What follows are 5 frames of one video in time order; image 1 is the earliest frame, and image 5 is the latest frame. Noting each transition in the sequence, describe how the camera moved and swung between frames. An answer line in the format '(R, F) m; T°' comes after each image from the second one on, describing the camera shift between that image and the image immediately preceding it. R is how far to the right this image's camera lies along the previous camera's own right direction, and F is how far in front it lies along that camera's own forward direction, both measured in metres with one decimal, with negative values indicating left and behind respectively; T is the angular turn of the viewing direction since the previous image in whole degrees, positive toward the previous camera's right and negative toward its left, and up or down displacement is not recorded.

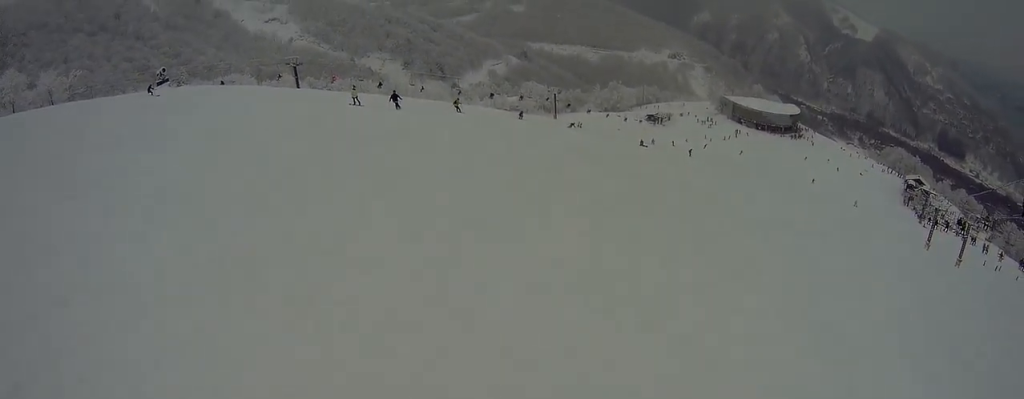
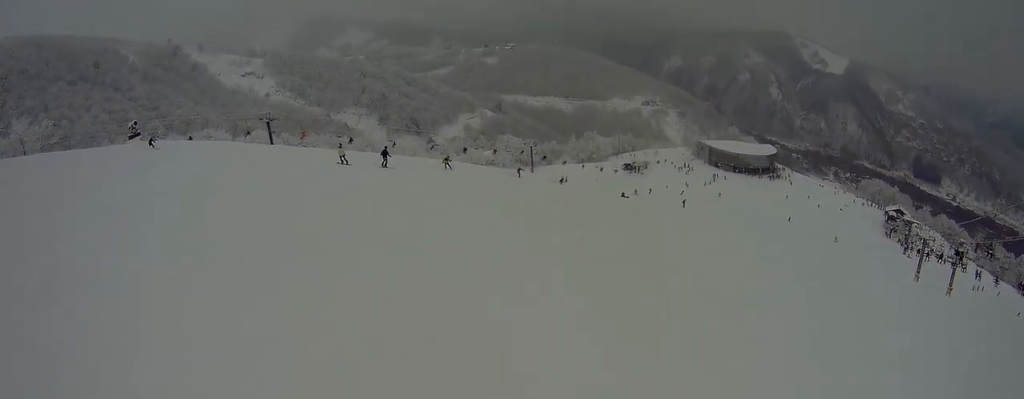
(-0.3, +1.9) m; +1°
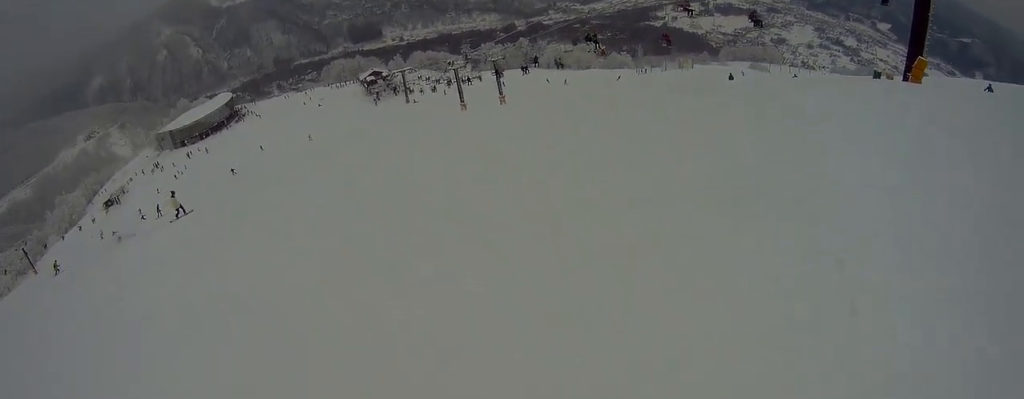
(+9.0, +12.4) m; +92°
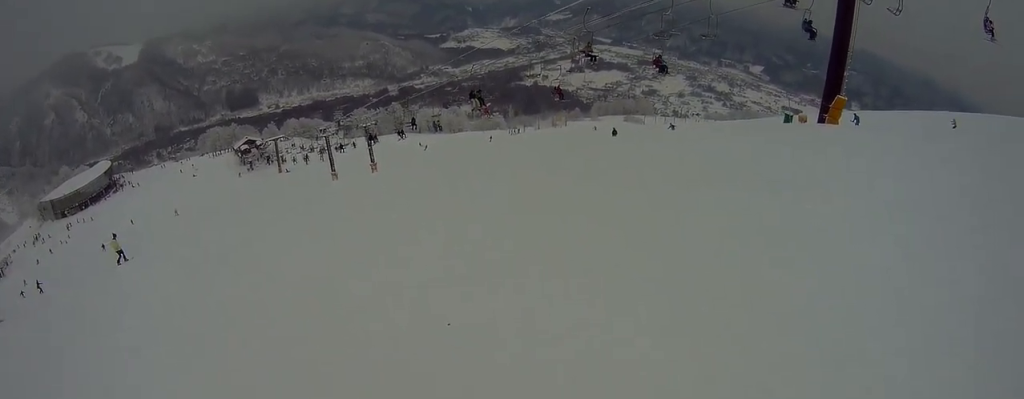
(+0.6, +3.4) m; +9°
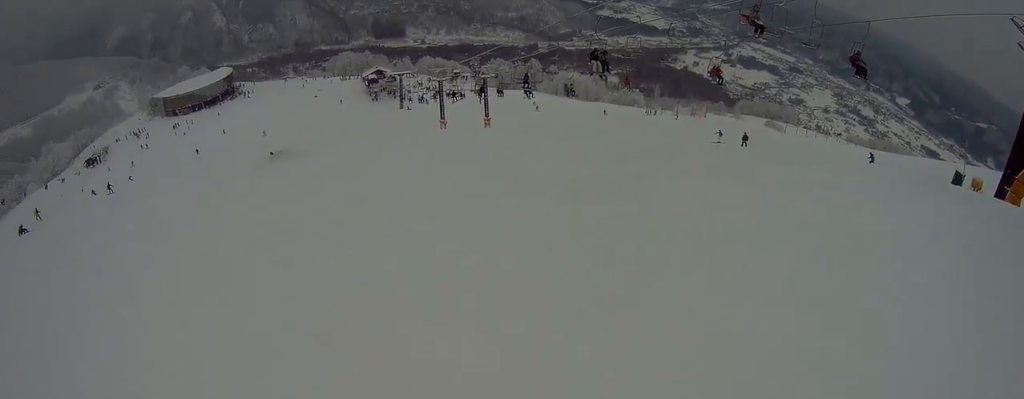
(-1.3, +7.0) m; -45°
